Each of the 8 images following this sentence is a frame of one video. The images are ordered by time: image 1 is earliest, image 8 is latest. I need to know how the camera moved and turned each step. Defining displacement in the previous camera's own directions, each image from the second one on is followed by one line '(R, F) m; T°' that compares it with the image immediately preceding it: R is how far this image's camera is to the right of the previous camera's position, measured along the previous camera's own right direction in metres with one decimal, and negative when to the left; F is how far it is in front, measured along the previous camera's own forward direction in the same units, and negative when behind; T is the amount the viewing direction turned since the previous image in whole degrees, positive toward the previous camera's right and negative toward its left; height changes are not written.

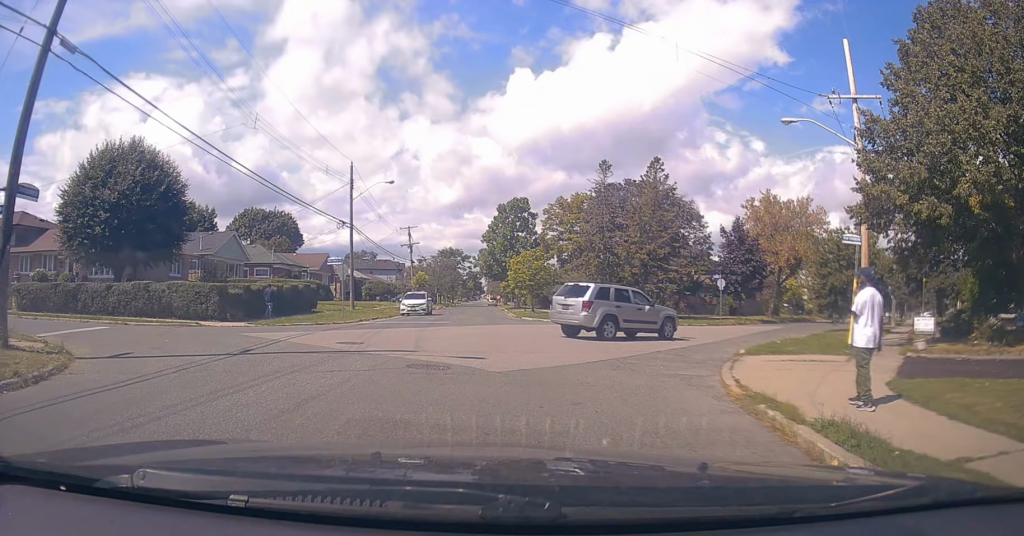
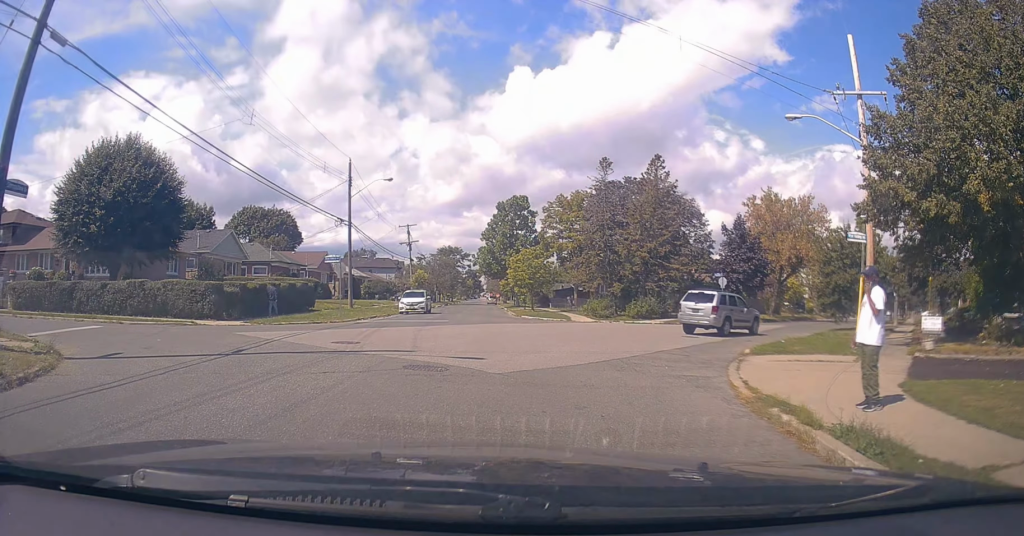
(0.0, 0.0) m; 0°
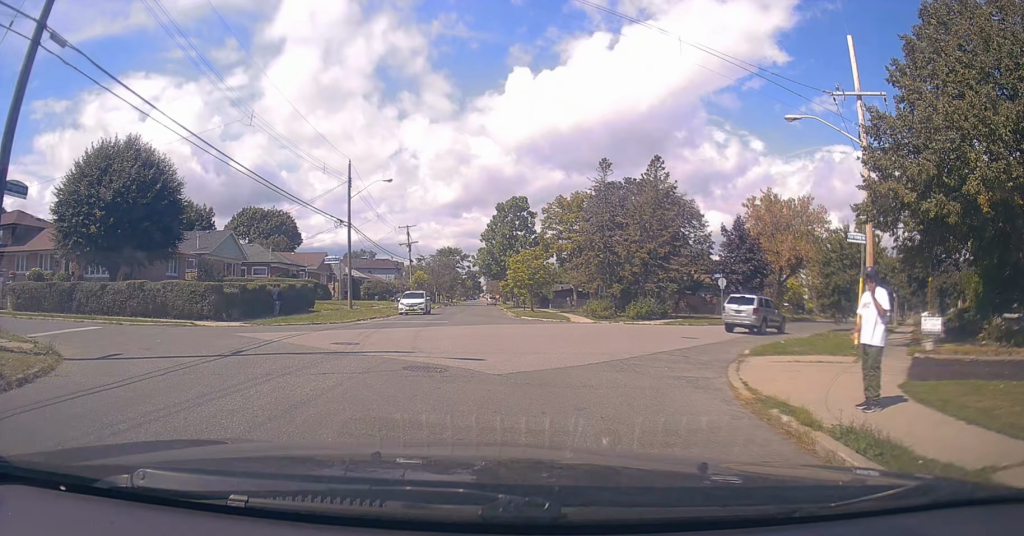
(0.0, 0.0) m; 0°
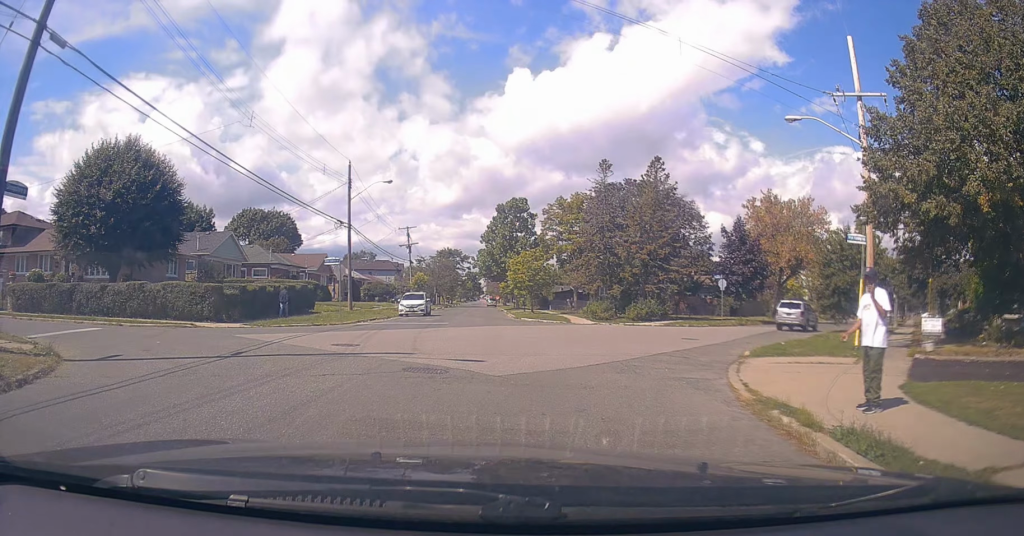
(0.0, 0.0) m; 0°
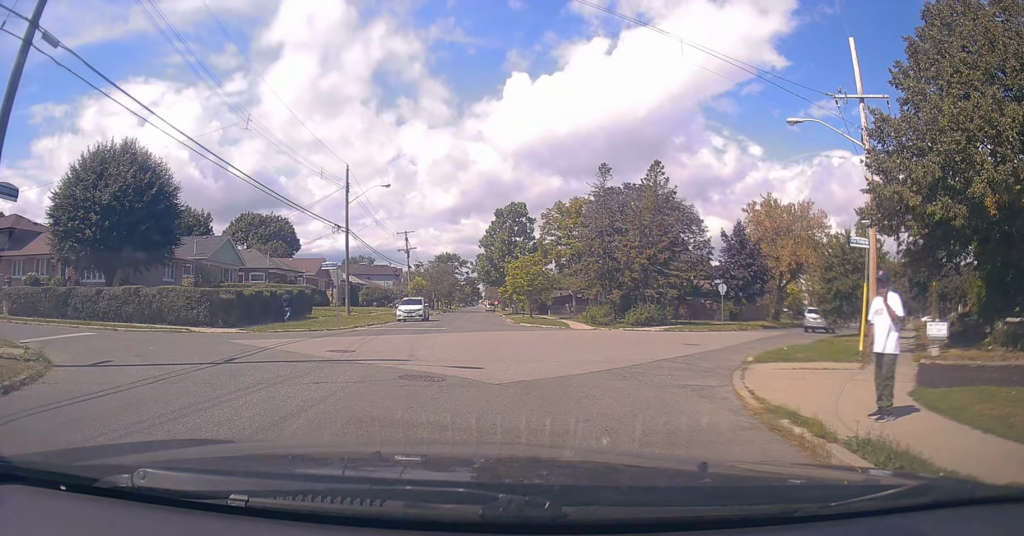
(0.0, 0.0) m; 0°
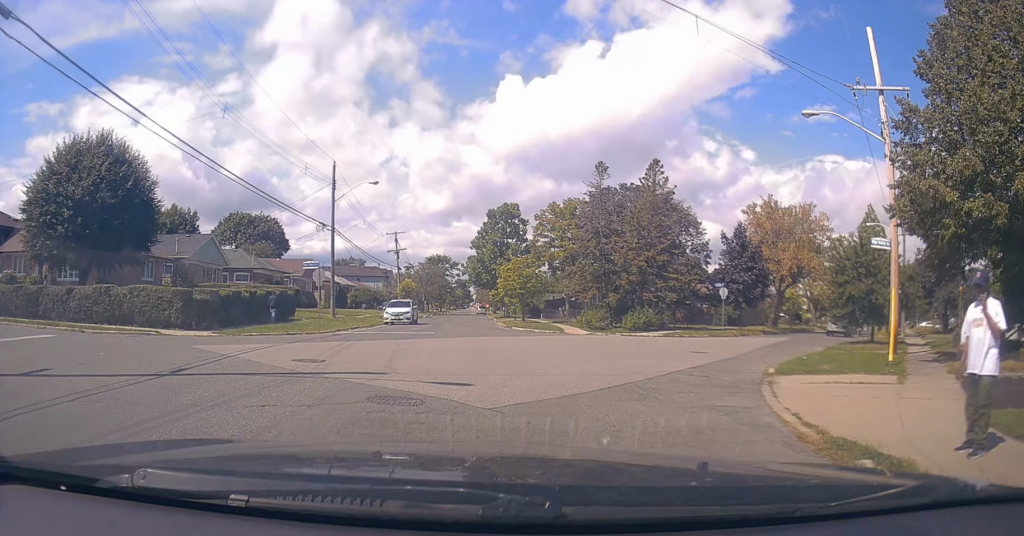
(+0.2, +0.9) m; +3°
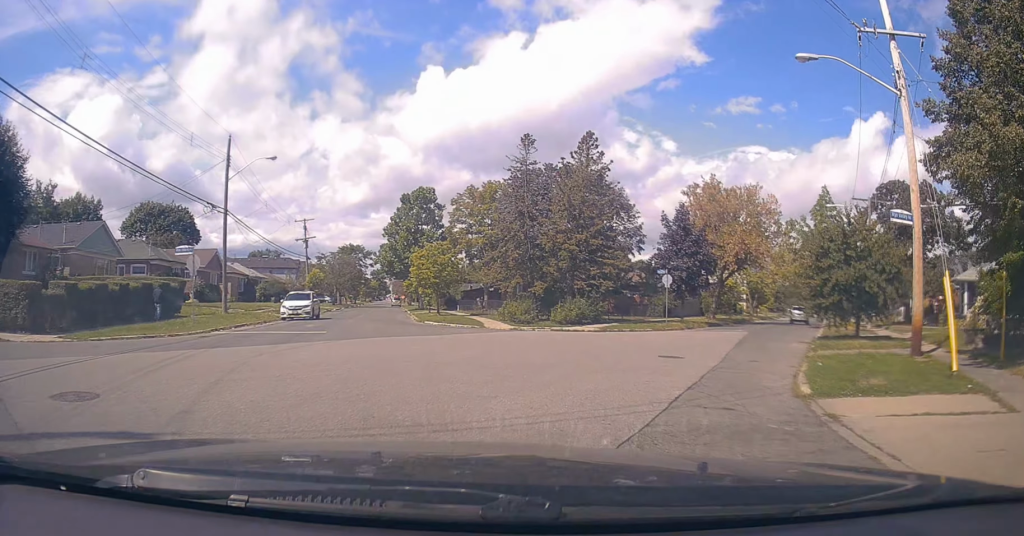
(-0.1, +4.0) m; +5°
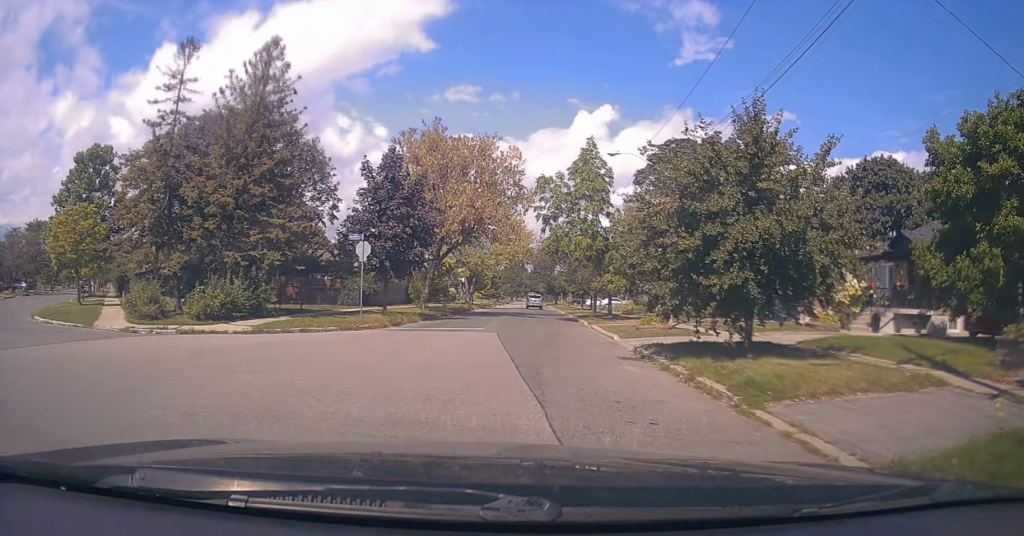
(+2.9, +11.5) m; +21°
